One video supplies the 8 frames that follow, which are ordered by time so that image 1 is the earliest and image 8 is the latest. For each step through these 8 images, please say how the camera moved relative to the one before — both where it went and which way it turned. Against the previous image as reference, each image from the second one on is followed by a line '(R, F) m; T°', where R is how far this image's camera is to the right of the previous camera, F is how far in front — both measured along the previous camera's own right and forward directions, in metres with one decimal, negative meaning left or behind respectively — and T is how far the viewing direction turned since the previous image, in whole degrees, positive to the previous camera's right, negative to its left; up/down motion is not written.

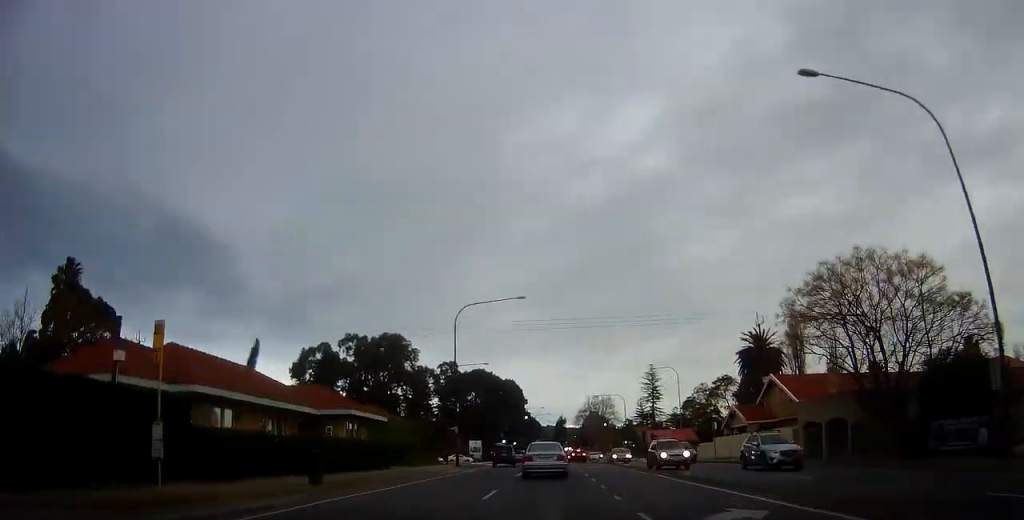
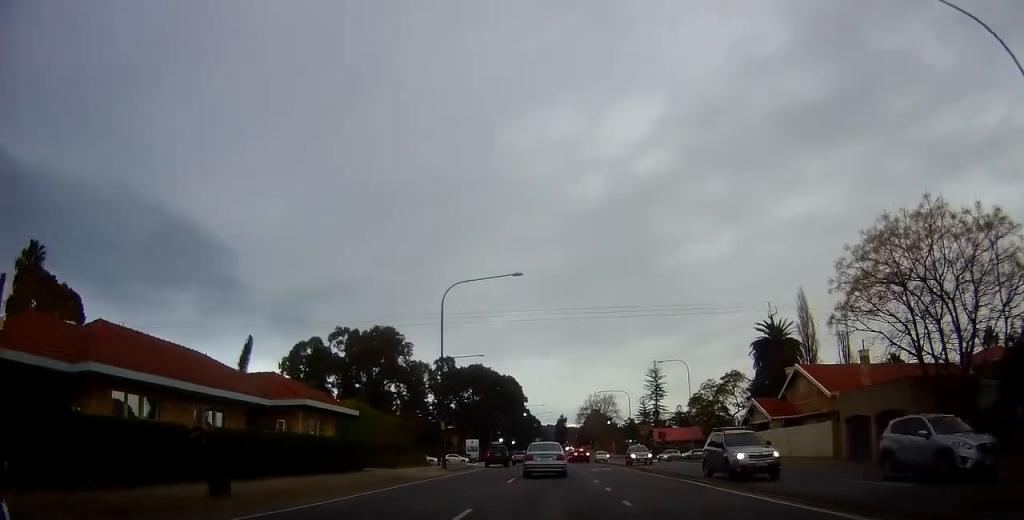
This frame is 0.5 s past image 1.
(+0.5, +5.4) m; 0°
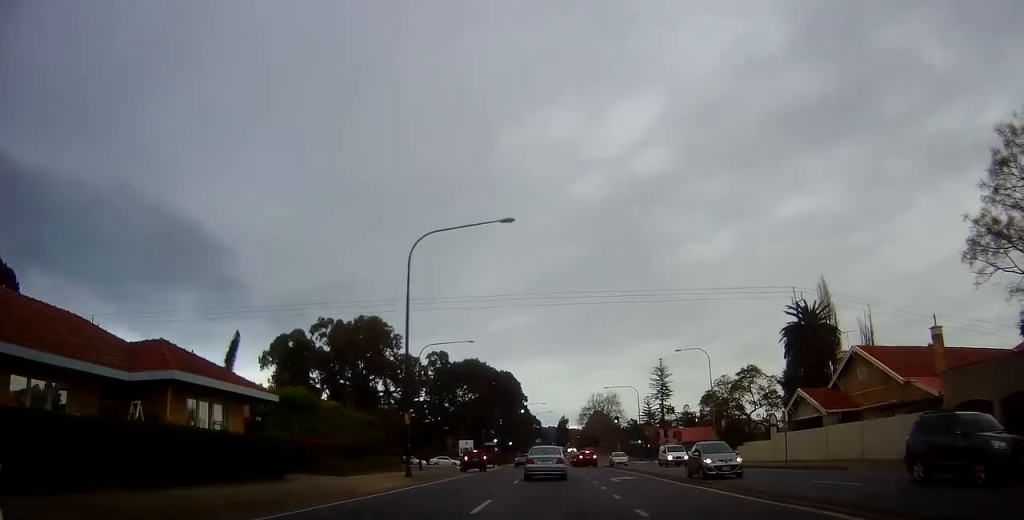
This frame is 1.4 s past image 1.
(-0.3, +9.5) m; 0°
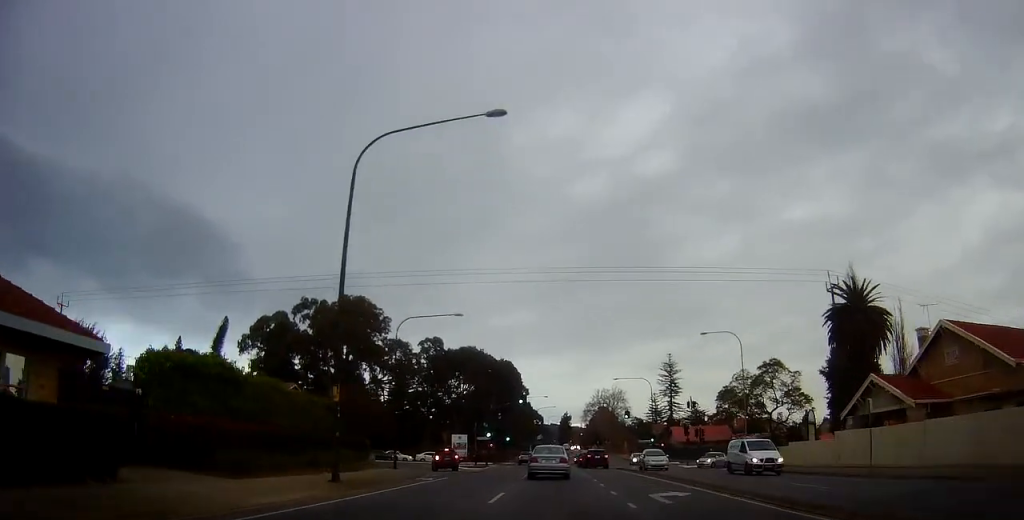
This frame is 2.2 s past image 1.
(+0.1, +9.7) m; +1°
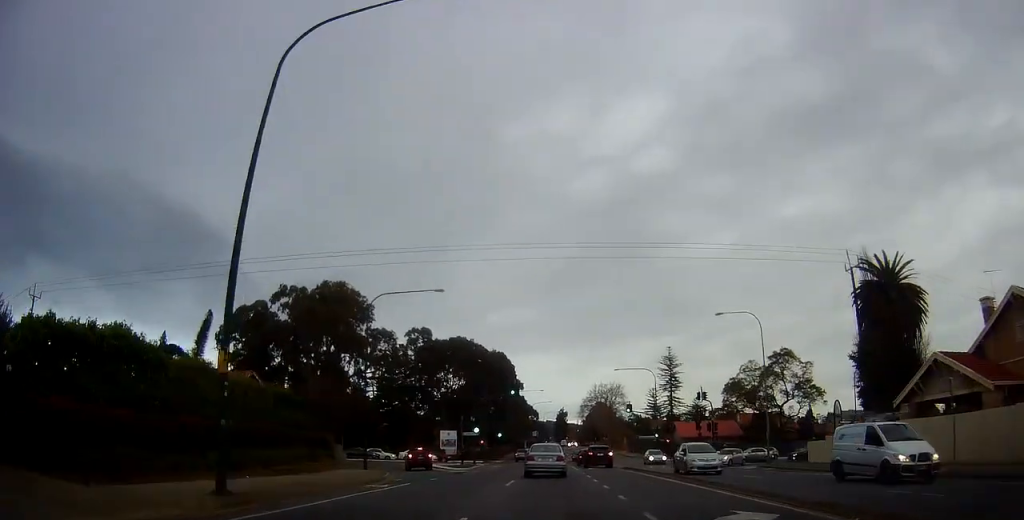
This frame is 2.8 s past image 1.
(+0.4, +6.4) m; +1°
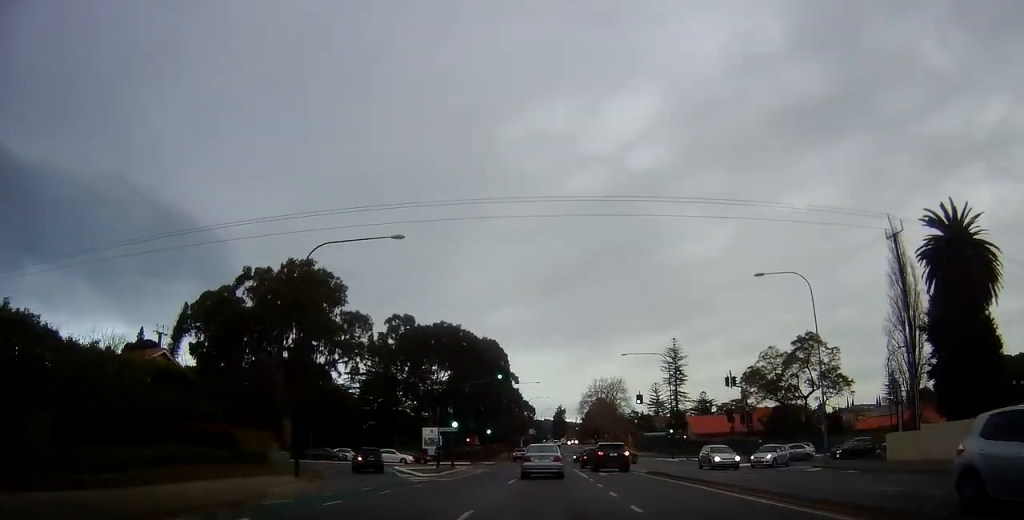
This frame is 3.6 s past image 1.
(-0.3, +10.7) m; -3°
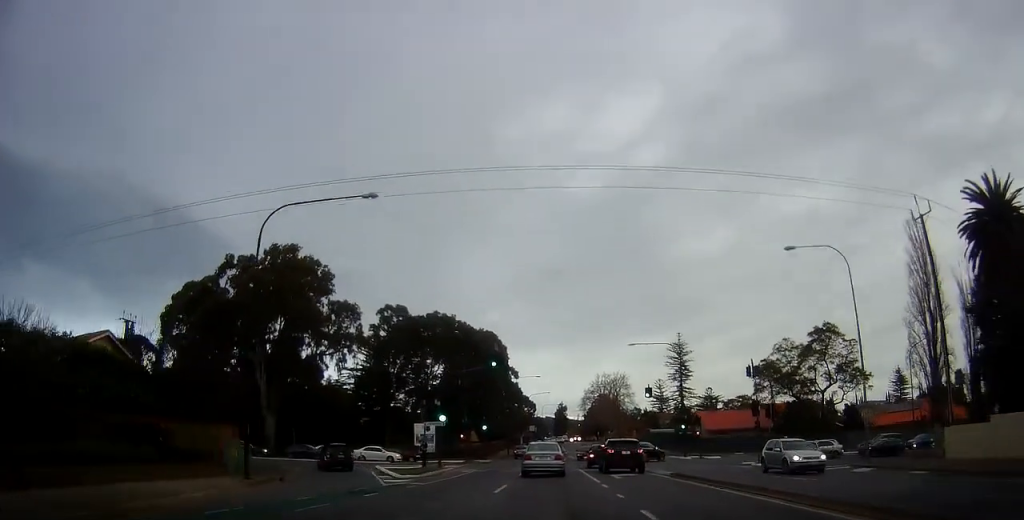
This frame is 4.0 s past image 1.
(-0.1, +5.2) m; 0°
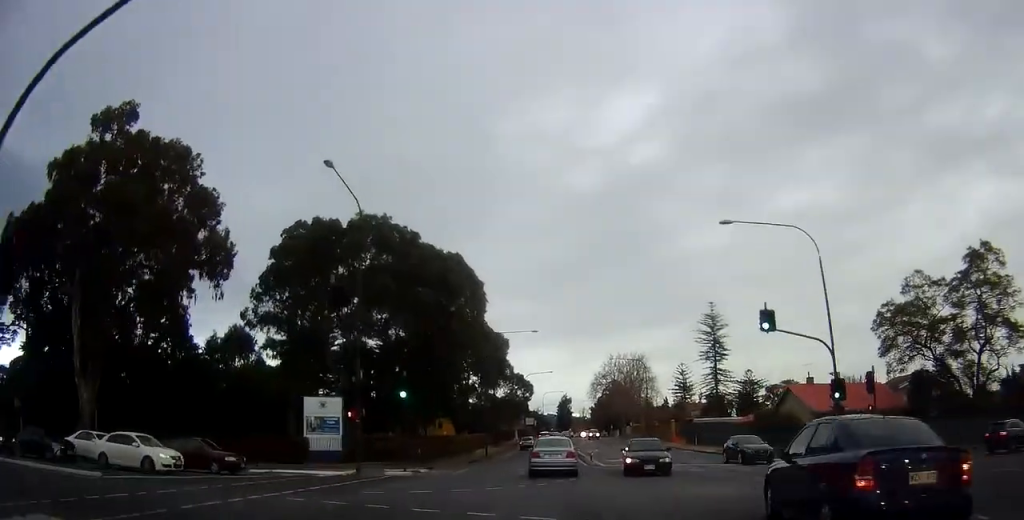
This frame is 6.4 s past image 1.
(+1.2, +32.7) m; +2°
